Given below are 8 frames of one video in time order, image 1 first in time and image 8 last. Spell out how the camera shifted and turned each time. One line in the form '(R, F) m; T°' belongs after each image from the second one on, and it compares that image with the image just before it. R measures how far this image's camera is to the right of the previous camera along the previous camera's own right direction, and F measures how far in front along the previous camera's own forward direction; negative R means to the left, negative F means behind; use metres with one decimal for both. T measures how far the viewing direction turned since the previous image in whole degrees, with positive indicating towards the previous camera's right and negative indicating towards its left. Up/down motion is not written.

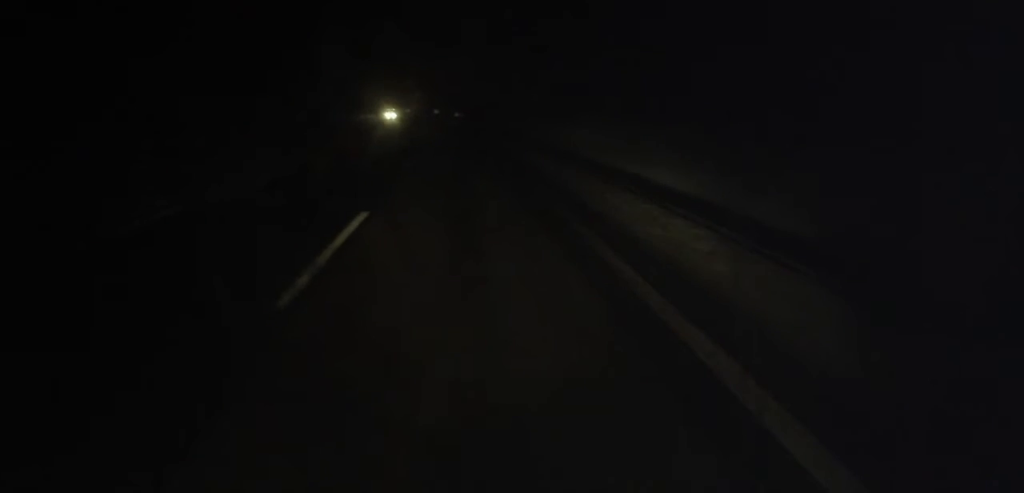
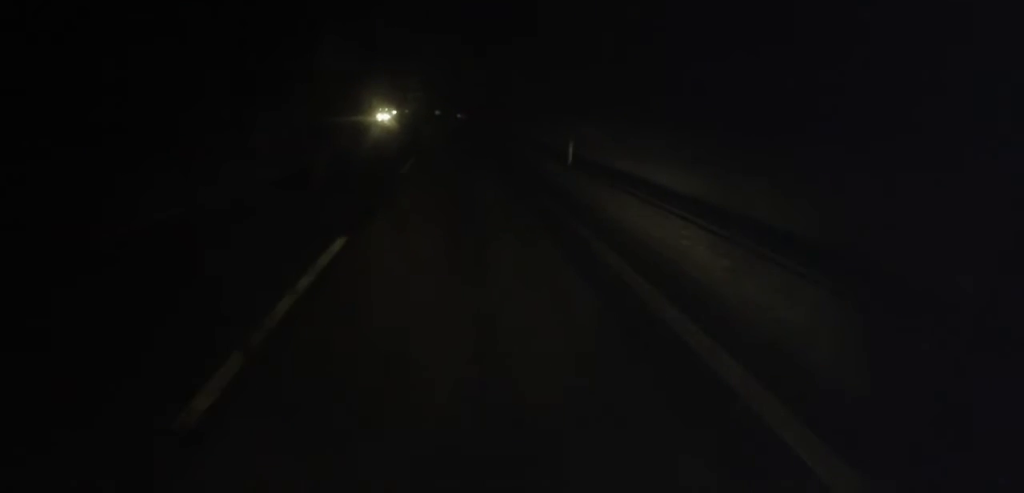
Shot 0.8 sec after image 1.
(-0.3, +19.8) m; 0°
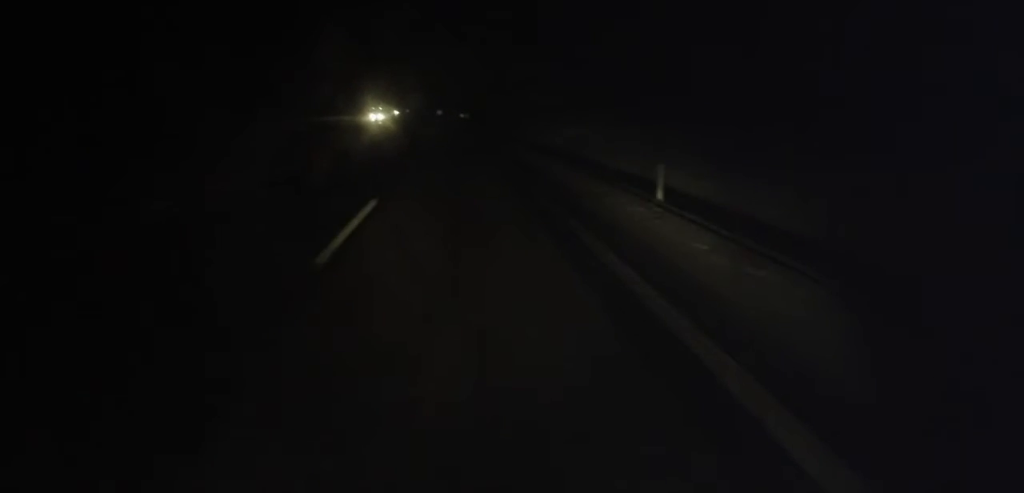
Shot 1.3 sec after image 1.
(-0.1, +13.2) m; 0°
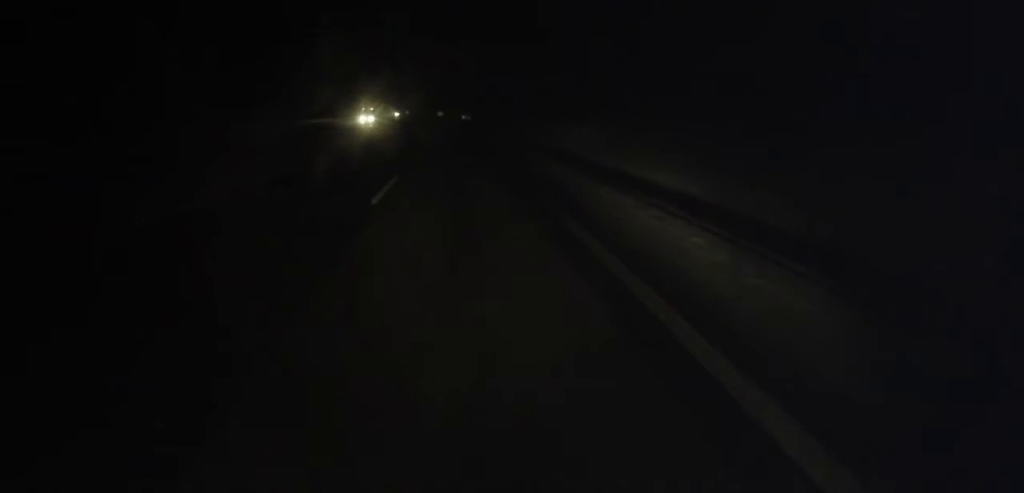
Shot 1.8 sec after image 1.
(+0.3, +11.6) m; 0°
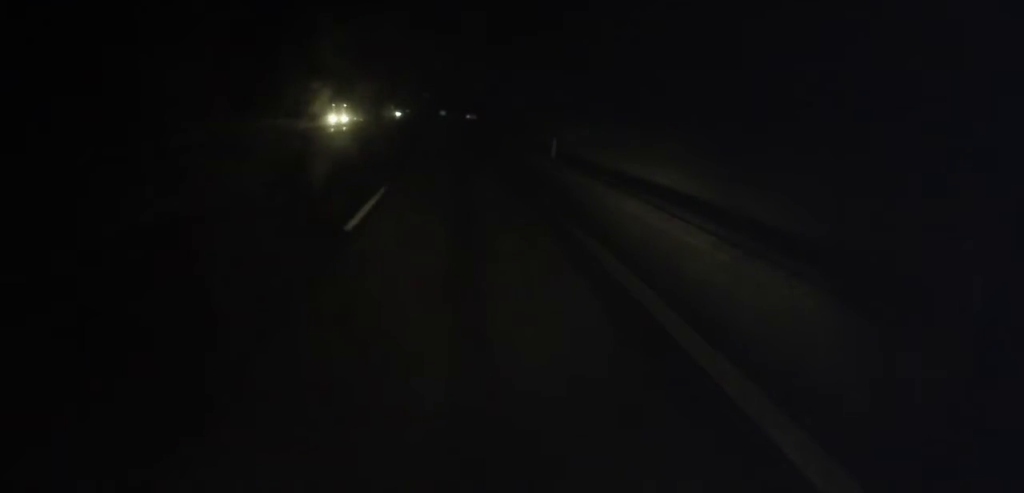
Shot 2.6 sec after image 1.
(-0.1, +20.7) m; 0°
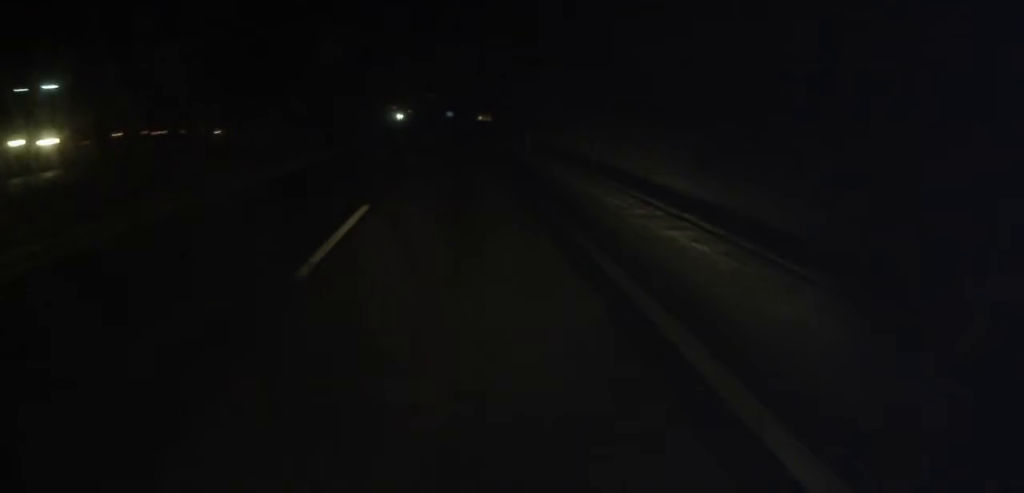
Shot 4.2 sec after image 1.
(+0.2, +37.9) m; -1°
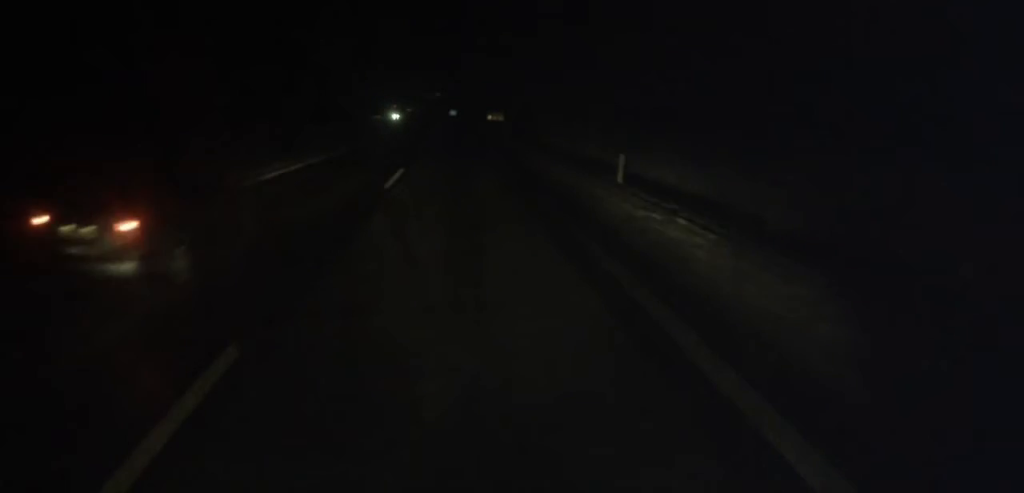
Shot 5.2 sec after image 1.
(-1.0, +25.6) m; -1°
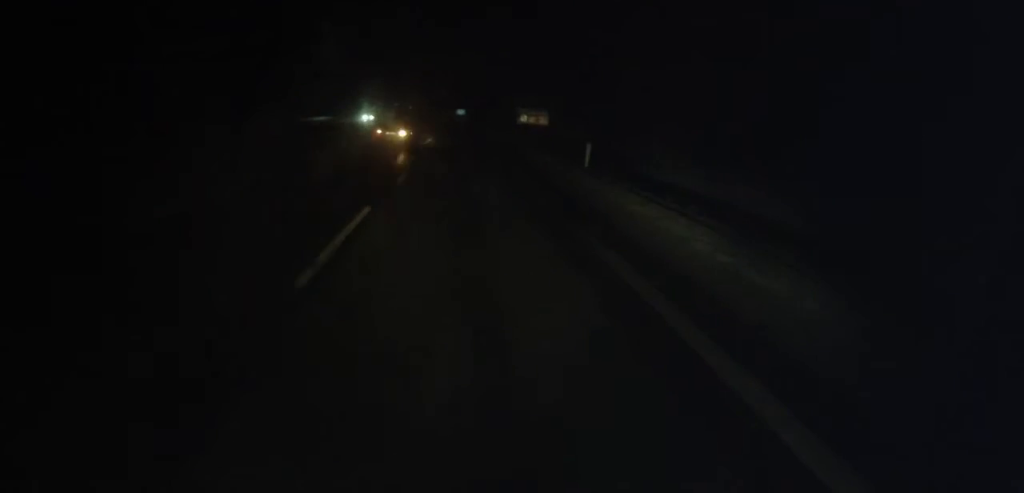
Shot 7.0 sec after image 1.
(+0.9, +44.5) m; 0°
